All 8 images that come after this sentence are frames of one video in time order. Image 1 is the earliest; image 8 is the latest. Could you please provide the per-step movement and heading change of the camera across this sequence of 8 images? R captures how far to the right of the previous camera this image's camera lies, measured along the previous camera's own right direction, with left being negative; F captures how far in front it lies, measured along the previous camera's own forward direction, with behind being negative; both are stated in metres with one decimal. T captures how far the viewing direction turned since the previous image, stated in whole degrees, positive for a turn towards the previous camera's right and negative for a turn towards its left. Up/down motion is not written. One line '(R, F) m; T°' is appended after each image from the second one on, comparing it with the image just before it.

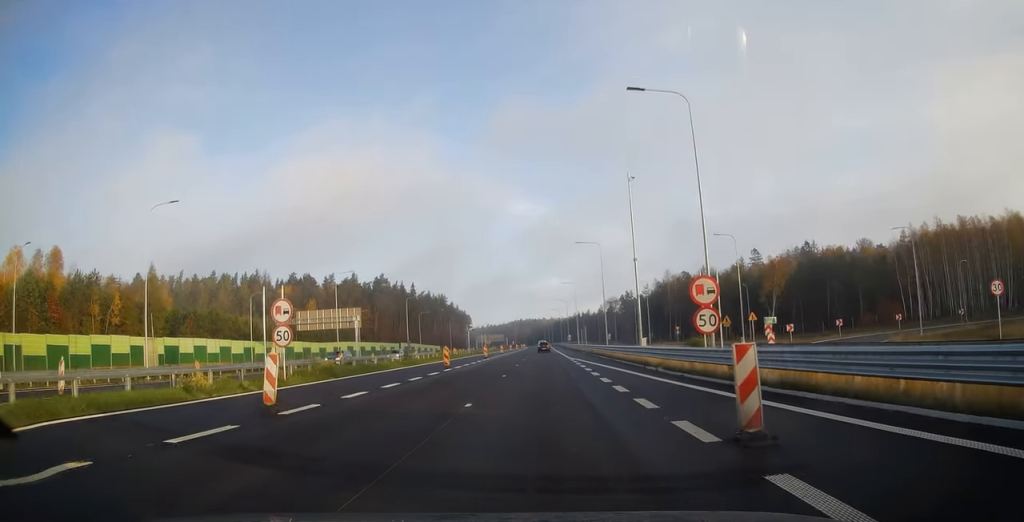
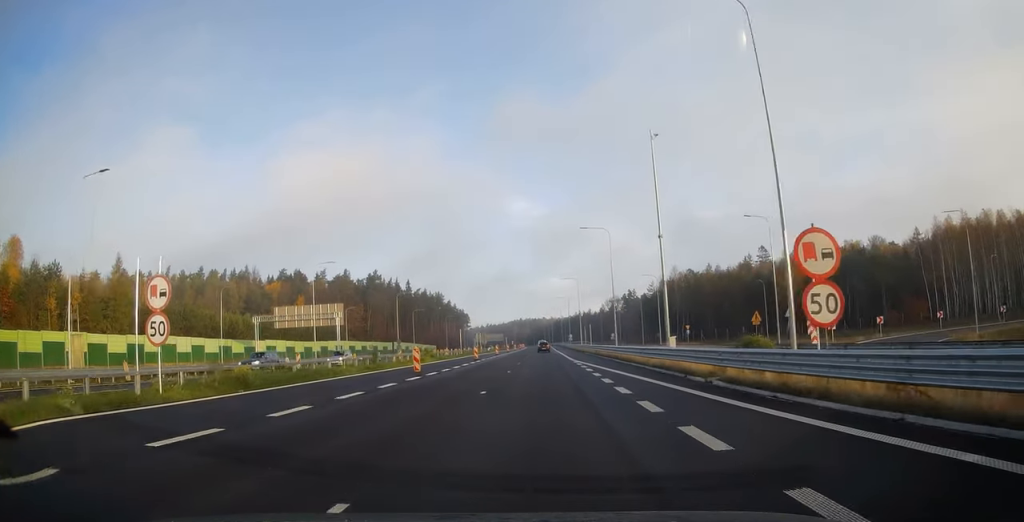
(0.0, +8.6) m; 0°
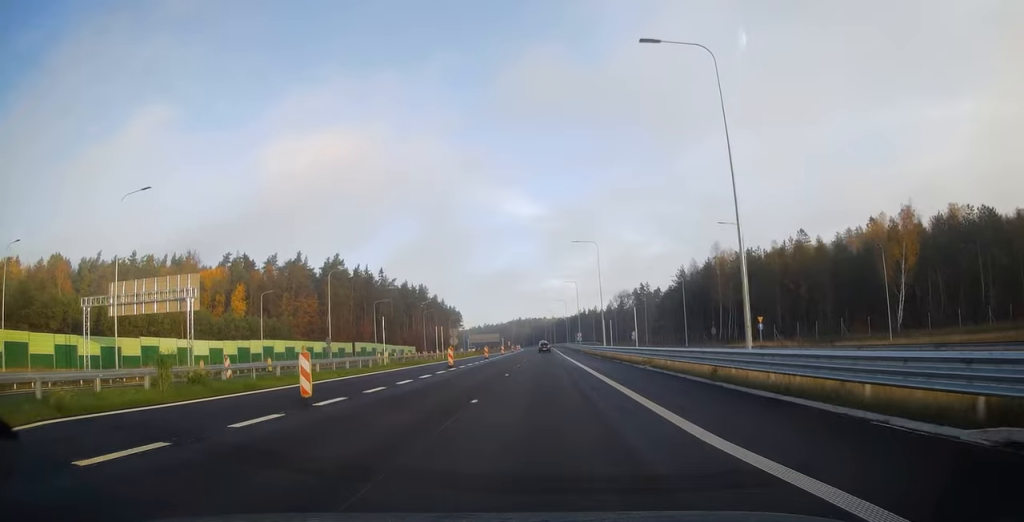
(0.0, +37.9) m; 0°
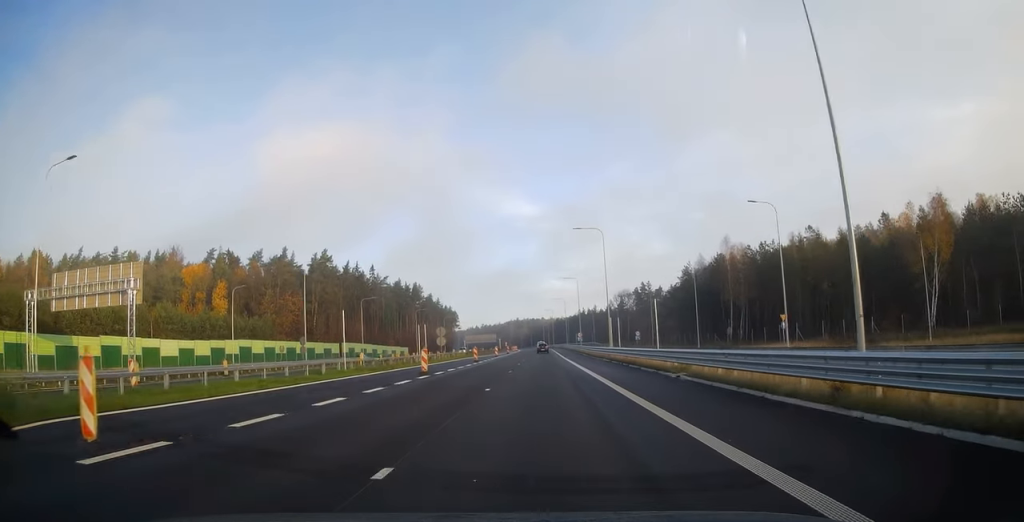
(0.0, +7.9) m; 0°
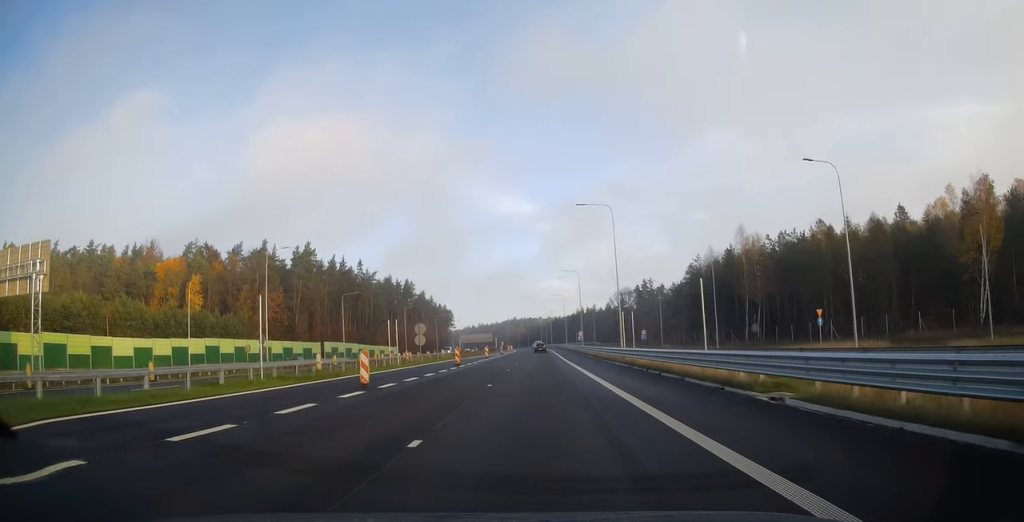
(0.0, +9.9) m; 0°
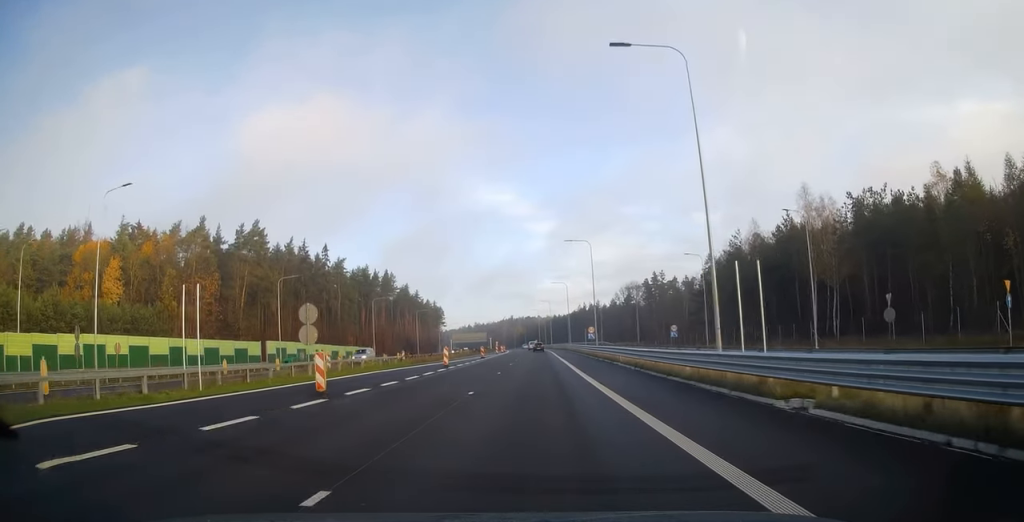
(+0.1, +26.7) m; 0°
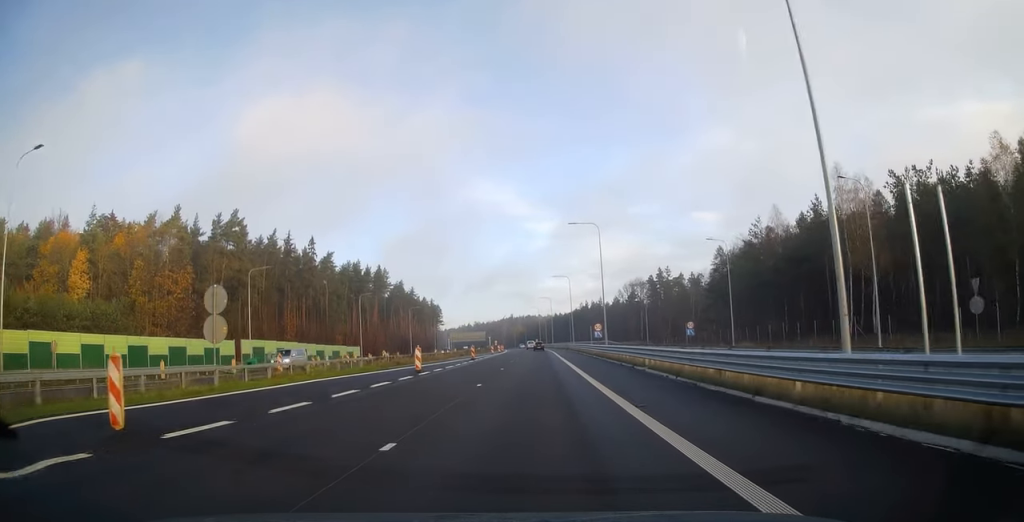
(0.0, +9.0) m; 0°
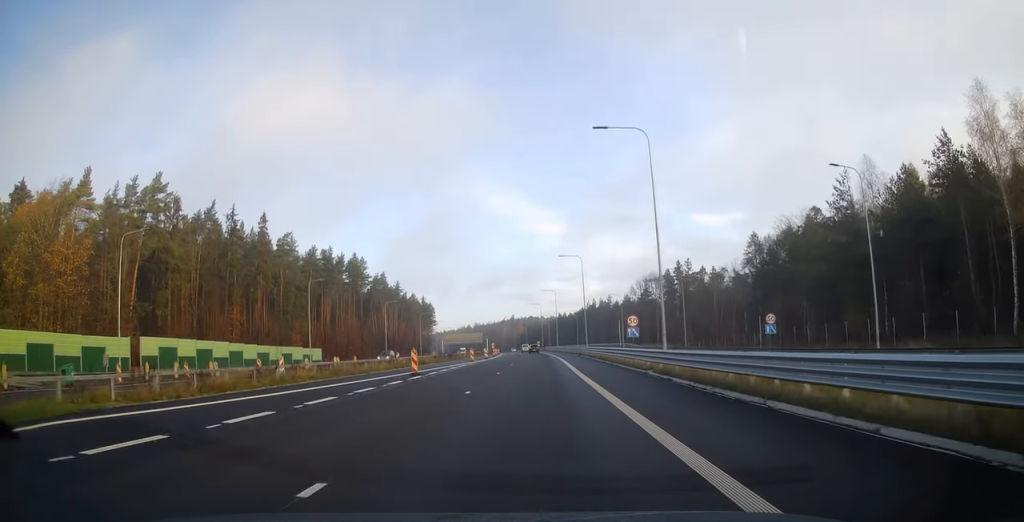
(0.0, +26.1) m; 0°
